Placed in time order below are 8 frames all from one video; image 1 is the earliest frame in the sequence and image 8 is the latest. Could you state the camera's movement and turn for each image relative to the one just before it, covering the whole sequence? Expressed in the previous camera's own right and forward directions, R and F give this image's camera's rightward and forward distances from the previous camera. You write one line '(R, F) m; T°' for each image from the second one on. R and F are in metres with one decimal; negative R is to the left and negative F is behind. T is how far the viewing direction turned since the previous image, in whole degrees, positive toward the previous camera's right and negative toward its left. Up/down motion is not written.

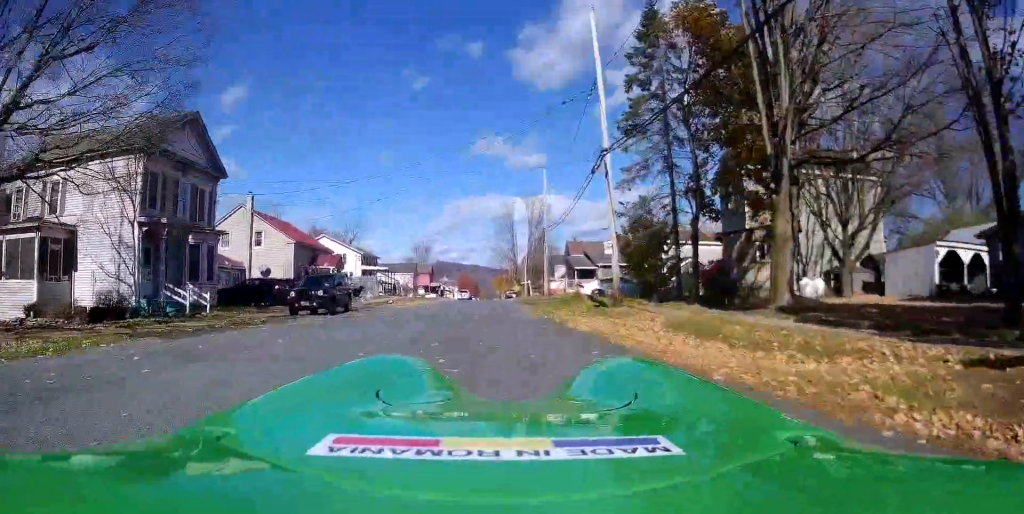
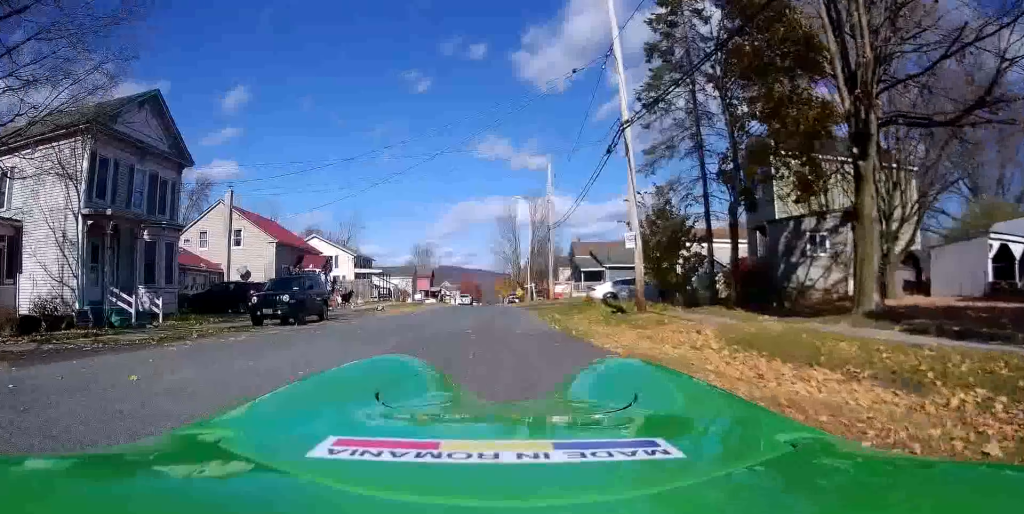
(+0.1, +3.7) m; 0°
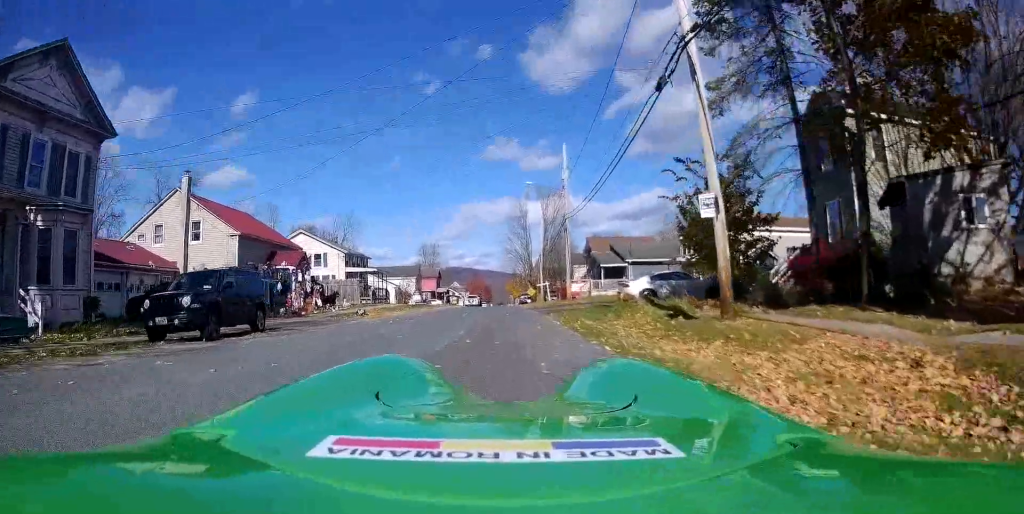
(-0.3, +6.2) m; 0°
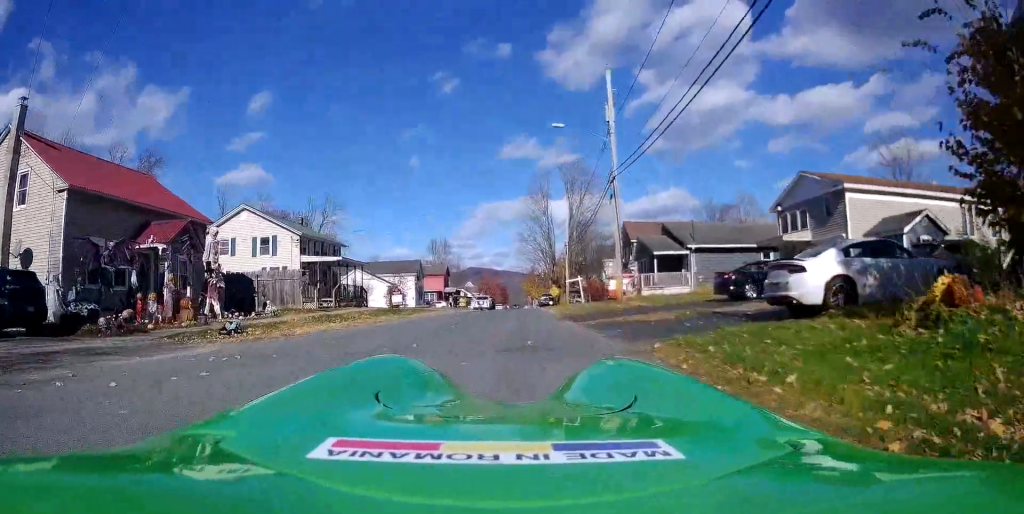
(-0.3, +14.4) m; -4°
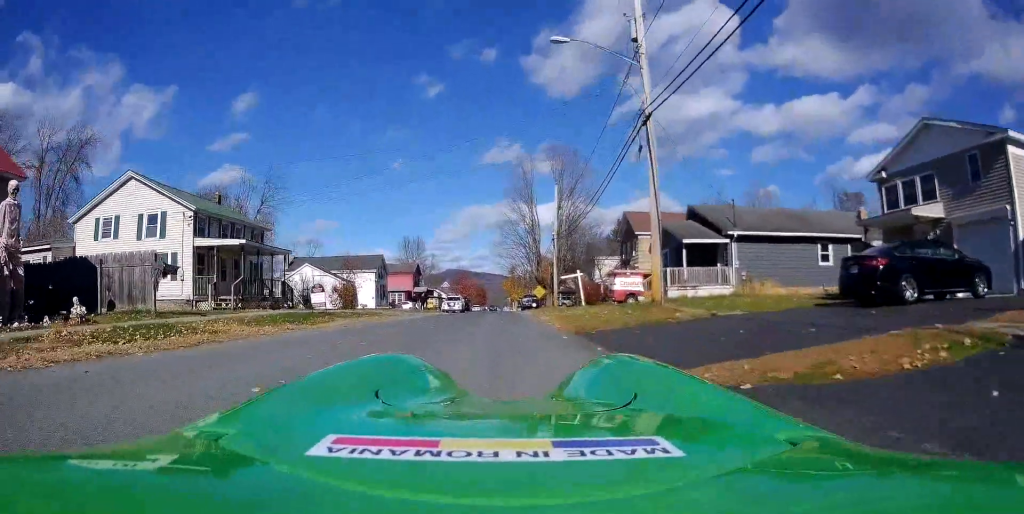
(-0.3, +10.9) m; 0°
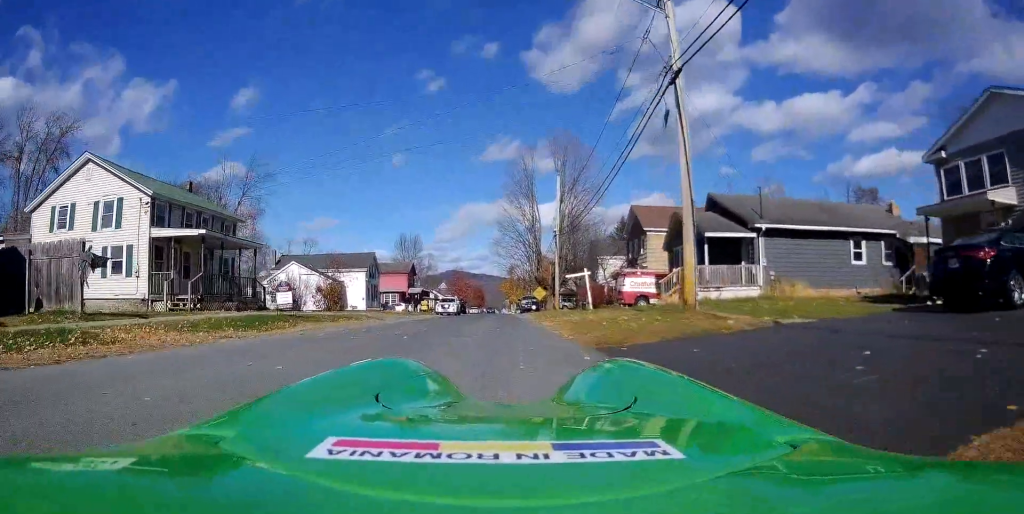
(-0.2, +3.5) m; +1°
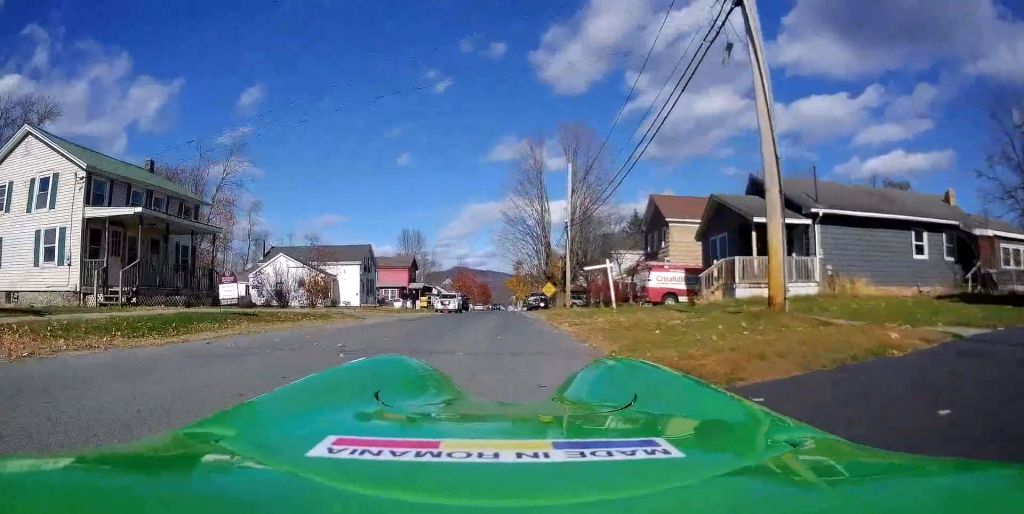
(+0.5, +4.6) m; 0°
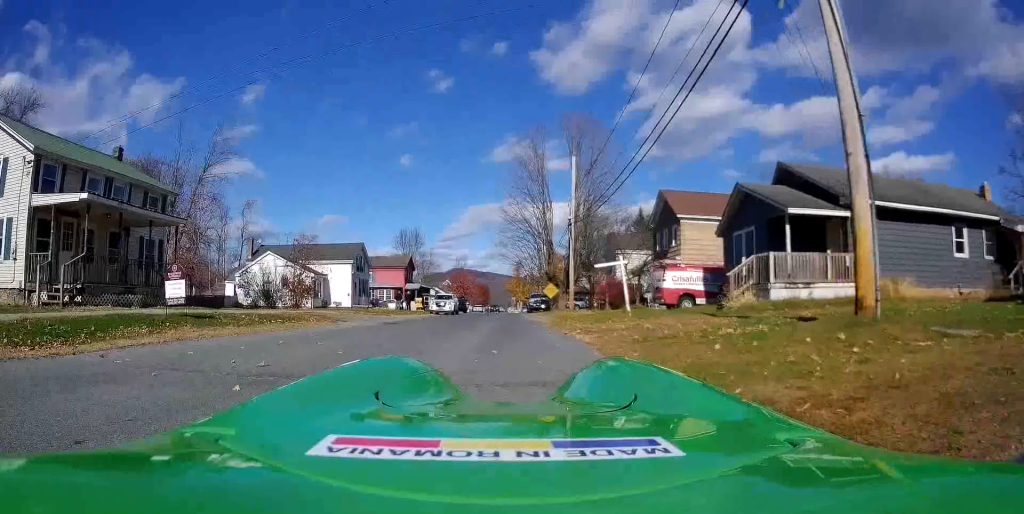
(+0.1, +2.8) m; 0°
